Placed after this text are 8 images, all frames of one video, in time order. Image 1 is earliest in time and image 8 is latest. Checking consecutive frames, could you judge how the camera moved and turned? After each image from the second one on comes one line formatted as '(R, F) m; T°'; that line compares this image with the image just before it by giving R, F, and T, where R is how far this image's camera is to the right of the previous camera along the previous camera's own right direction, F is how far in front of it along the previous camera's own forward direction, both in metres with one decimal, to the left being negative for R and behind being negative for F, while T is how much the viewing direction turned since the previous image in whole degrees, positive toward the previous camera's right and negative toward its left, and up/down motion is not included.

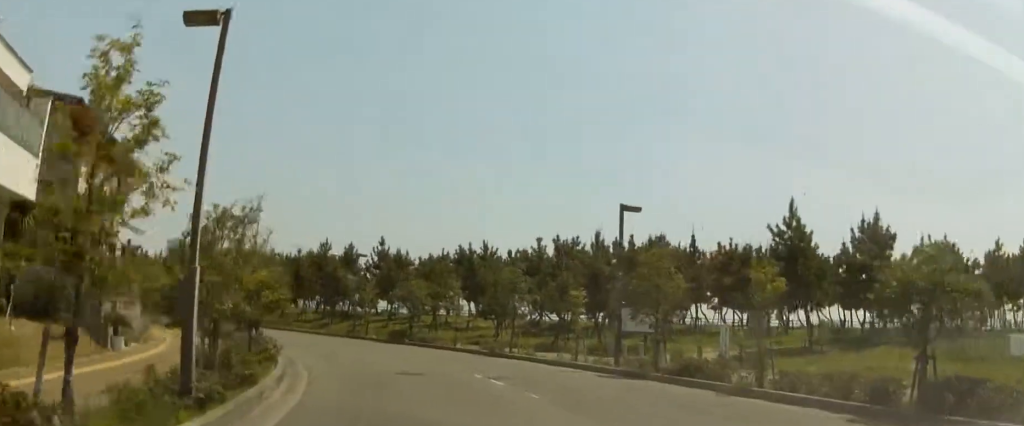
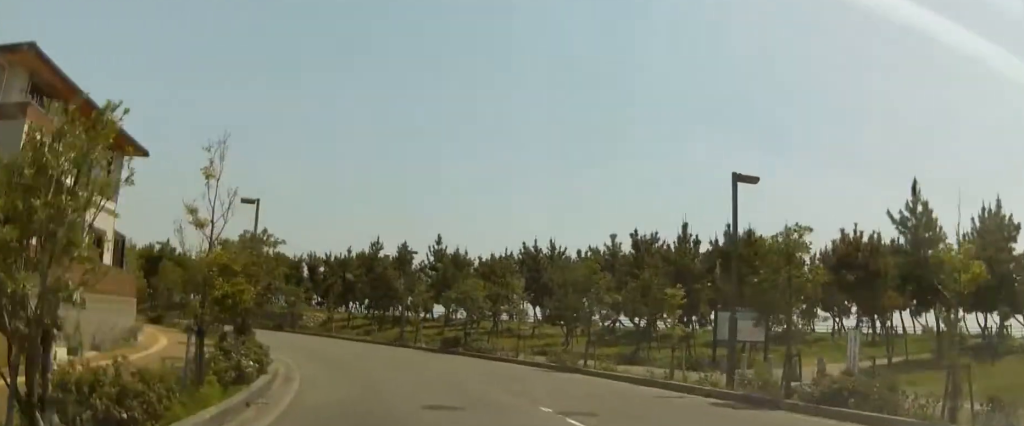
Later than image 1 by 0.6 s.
(-0.5, +5.8) m; -7°
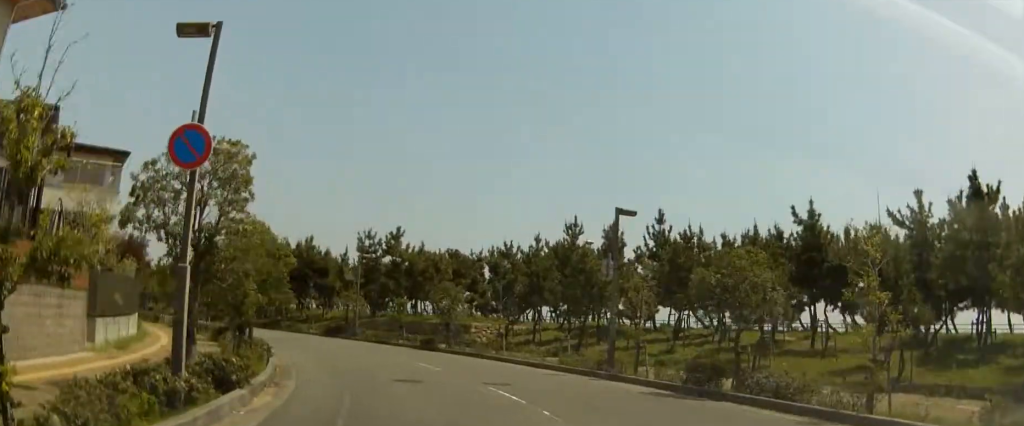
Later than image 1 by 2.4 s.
(-3.5, +17.9) m; -20°
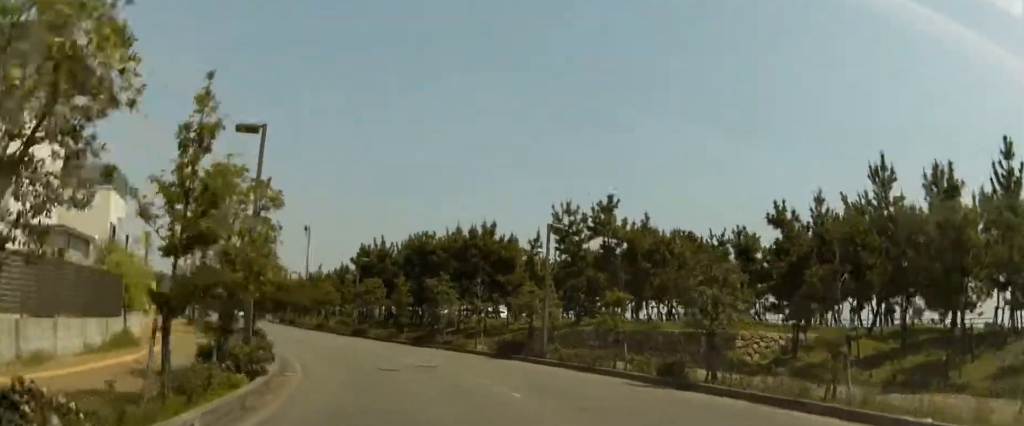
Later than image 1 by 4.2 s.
(-3.1, +21.2) m; -19°
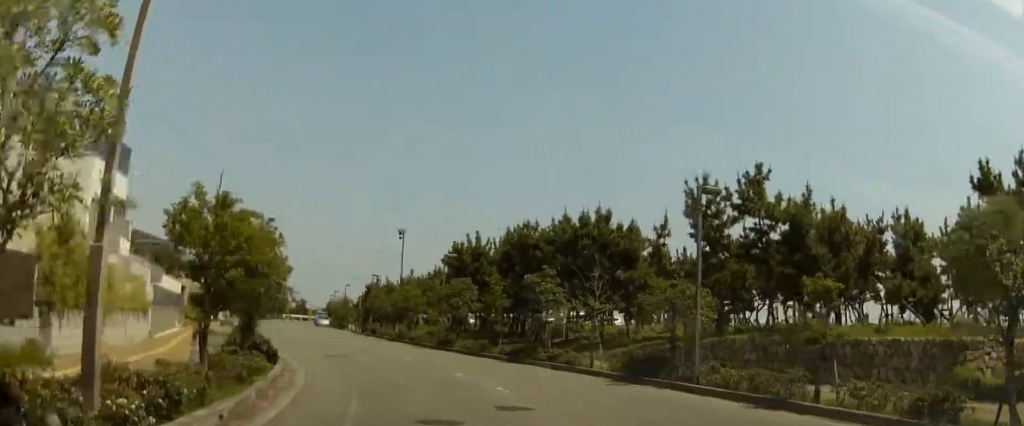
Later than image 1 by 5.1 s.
(-1.1, +10.1) m; -9°
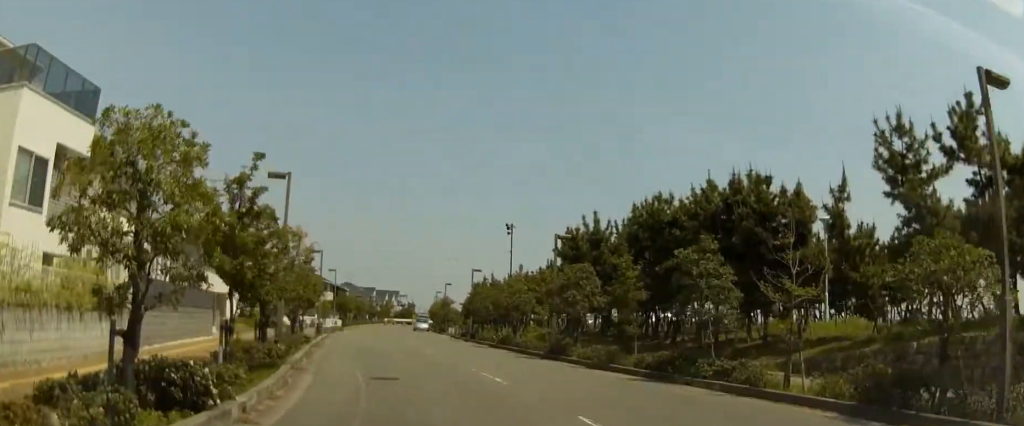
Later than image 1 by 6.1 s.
(-0.5, +9.4) m; -10°
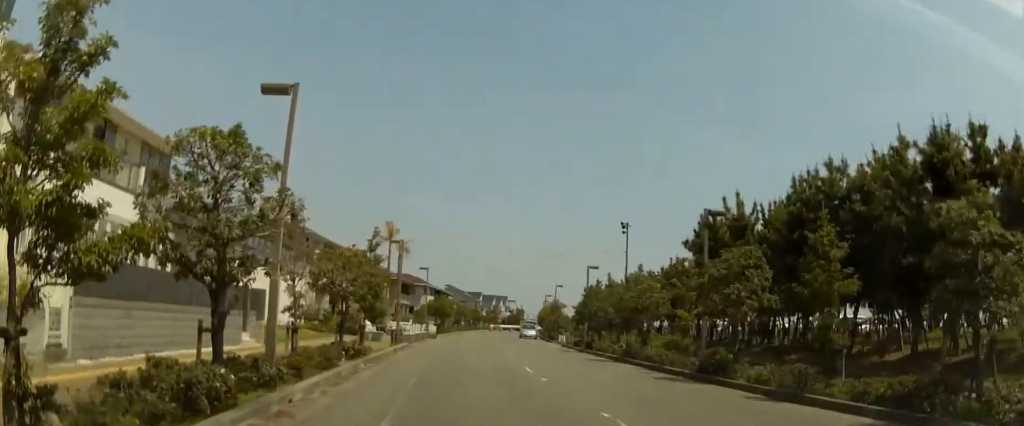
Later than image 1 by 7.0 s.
(-1.0, +7.7) m; -10°
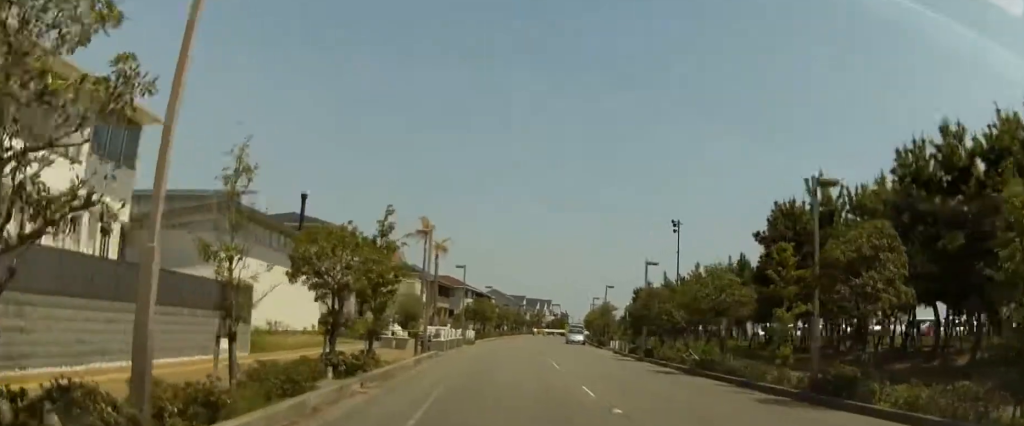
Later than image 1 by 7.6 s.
(-0.3, +4.5) m; -2°
